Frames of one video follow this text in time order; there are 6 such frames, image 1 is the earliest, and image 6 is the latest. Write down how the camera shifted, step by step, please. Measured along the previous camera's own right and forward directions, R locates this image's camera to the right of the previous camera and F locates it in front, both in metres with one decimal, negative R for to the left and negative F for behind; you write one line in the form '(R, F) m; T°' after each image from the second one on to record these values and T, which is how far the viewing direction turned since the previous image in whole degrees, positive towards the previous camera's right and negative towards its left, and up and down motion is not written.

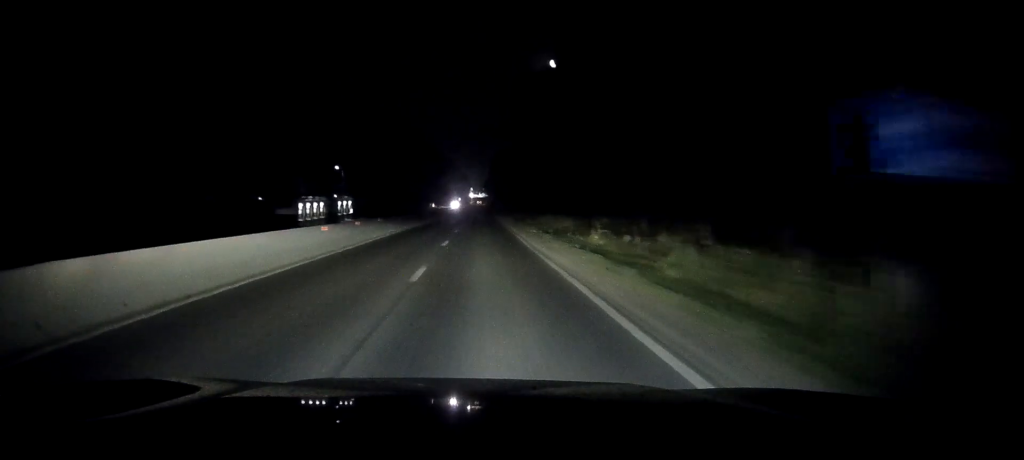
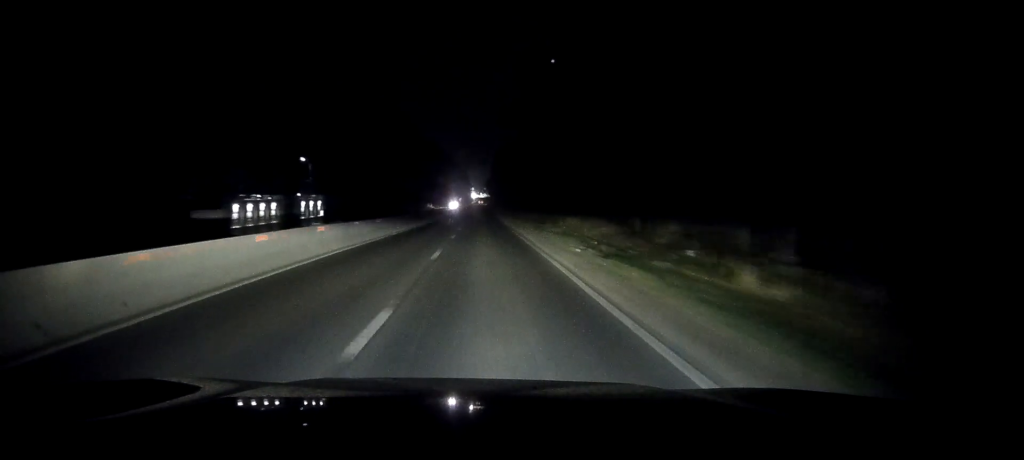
(-0.1, +18.8) m; 0°
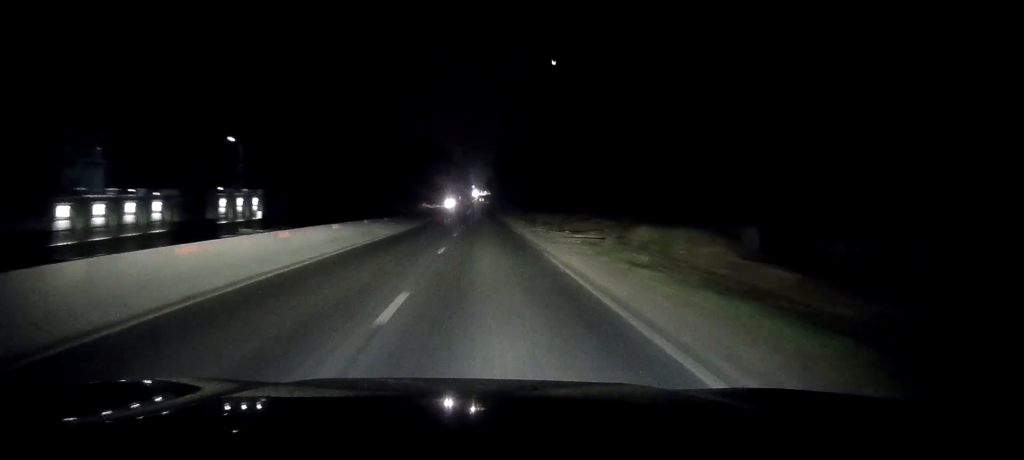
(0.0, +22.2) m; 0°
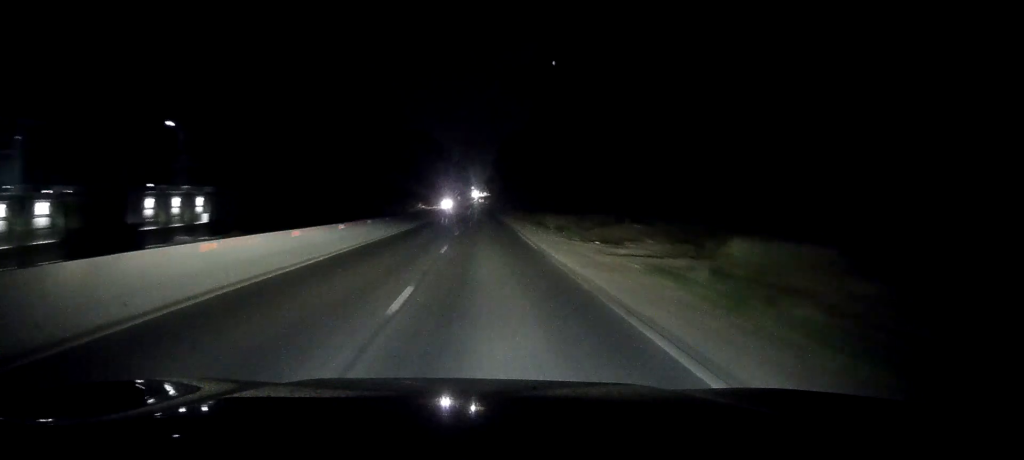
(+0.1, +11.2) m; 0°
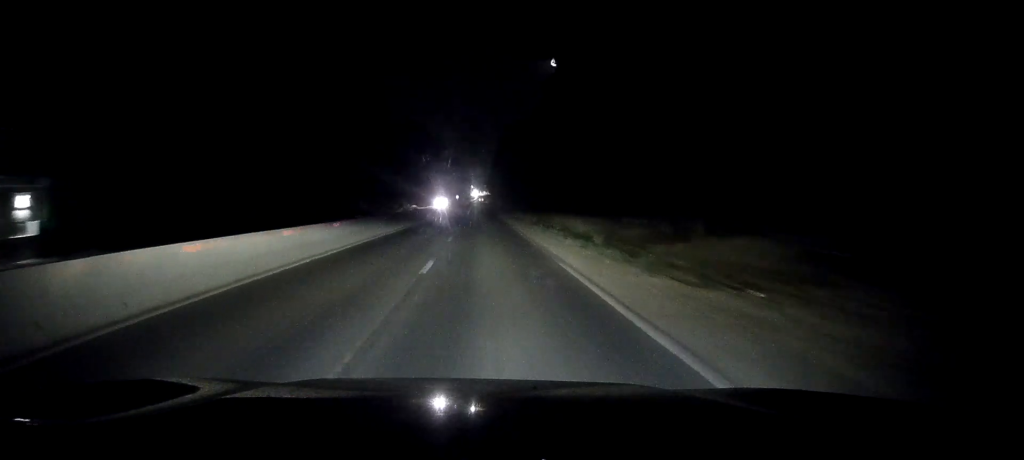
(+0.1, +18.9) m; 0°
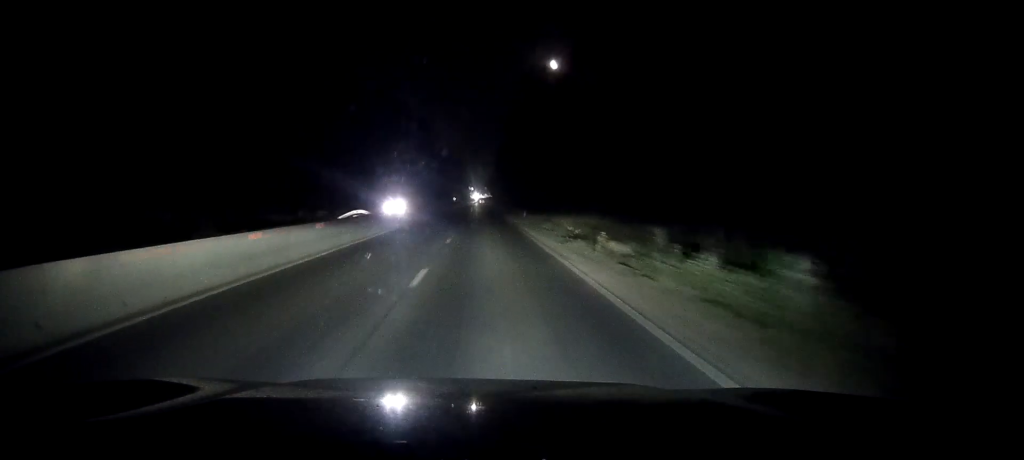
(-0.4, +63.0) m; -1°
